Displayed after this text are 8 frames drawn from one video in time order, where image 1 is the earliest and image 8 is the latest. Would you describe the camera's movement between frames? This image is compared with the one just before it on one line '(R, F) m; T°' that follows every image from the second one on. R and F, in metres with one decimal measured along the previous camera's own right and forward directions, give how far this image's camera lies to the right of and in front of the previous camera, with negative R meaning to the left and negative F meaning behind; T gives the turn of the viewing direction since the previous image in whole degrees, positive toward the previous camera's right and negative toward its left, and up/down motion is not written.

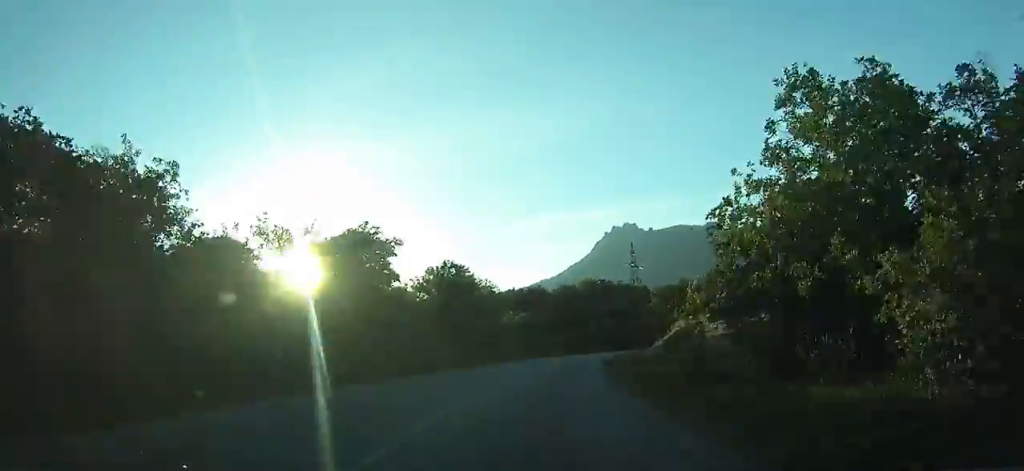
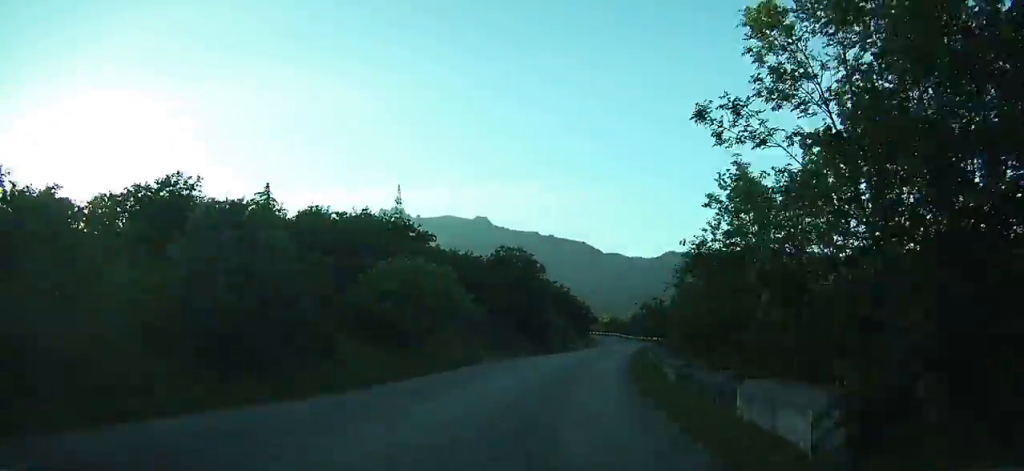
(+13.6, +58.6) m; +28°
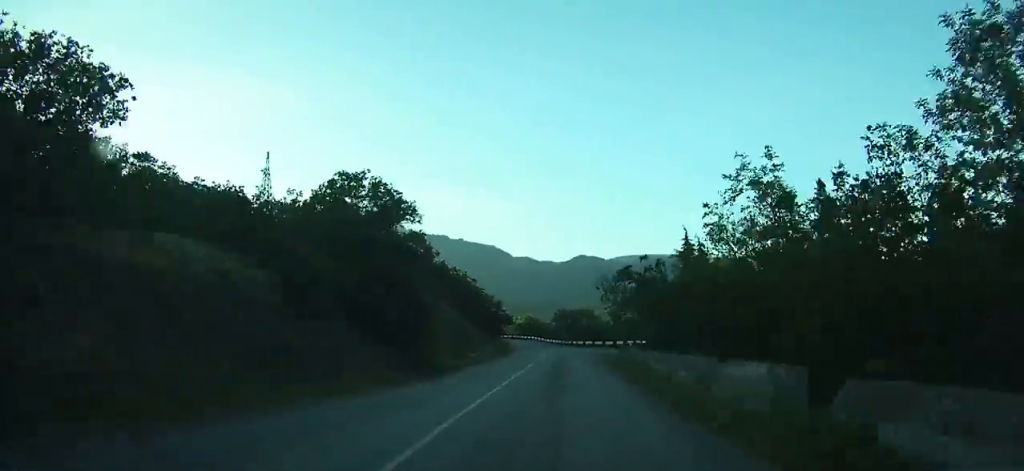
(+5.7, +28.5) m; -3°
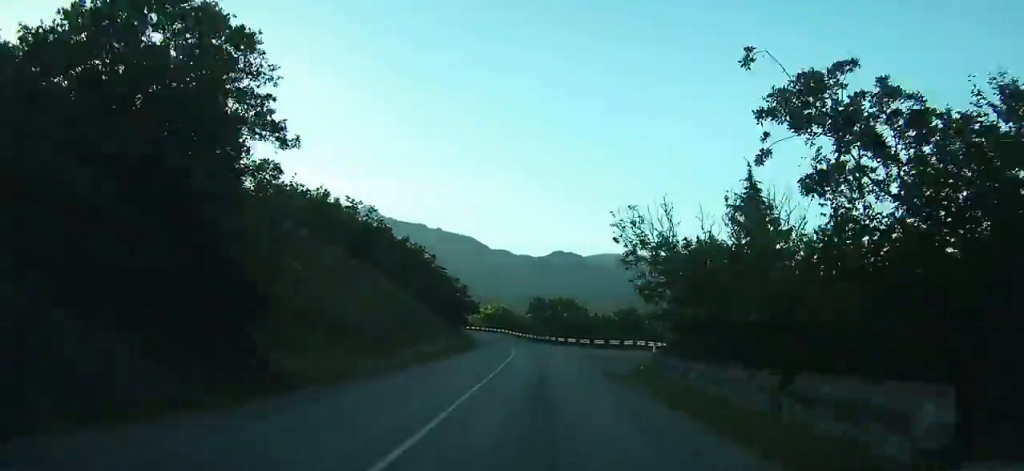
(-1.3, +16.4) m; -3°
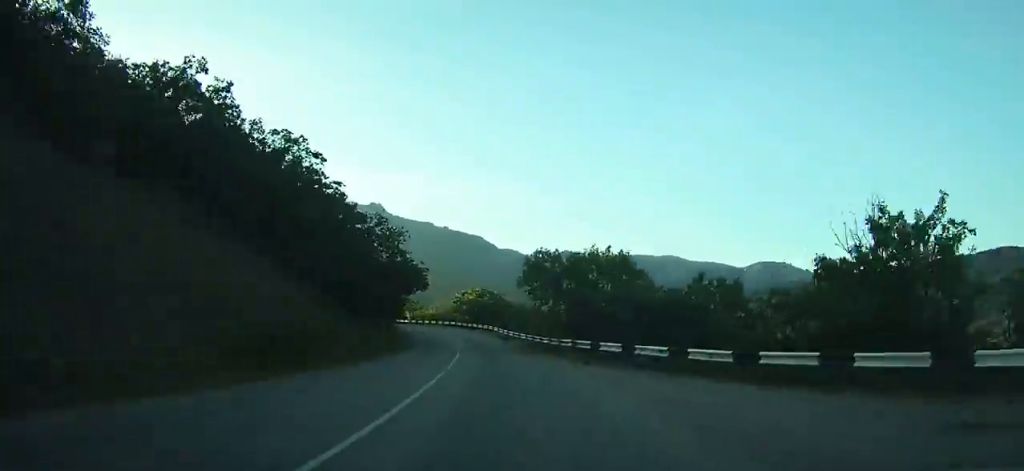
(-7.3, +42.0) m; -9°
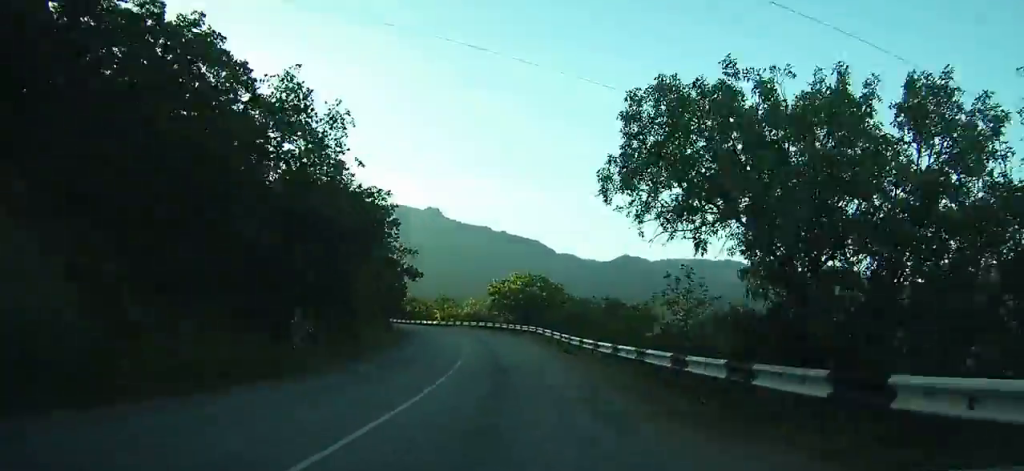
(+2.3, +22.0) m; -2°
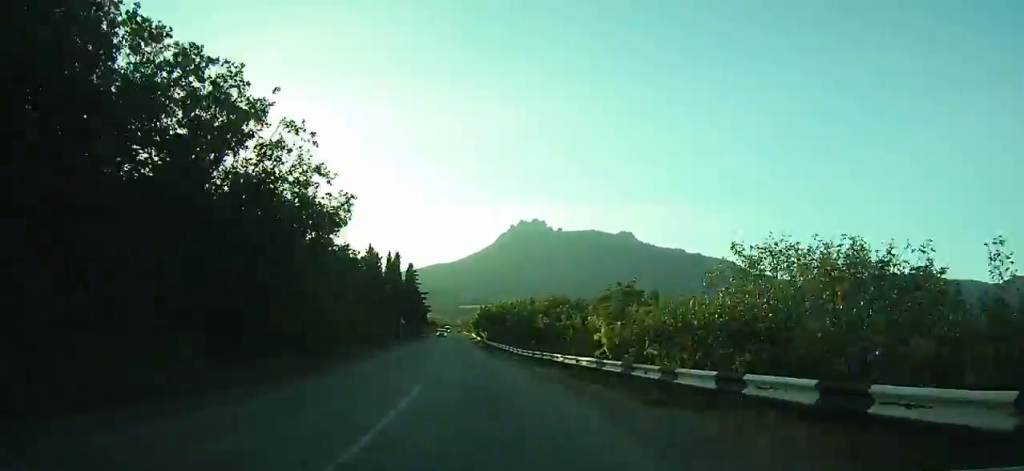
(-6.4, +54.0) m; -8°
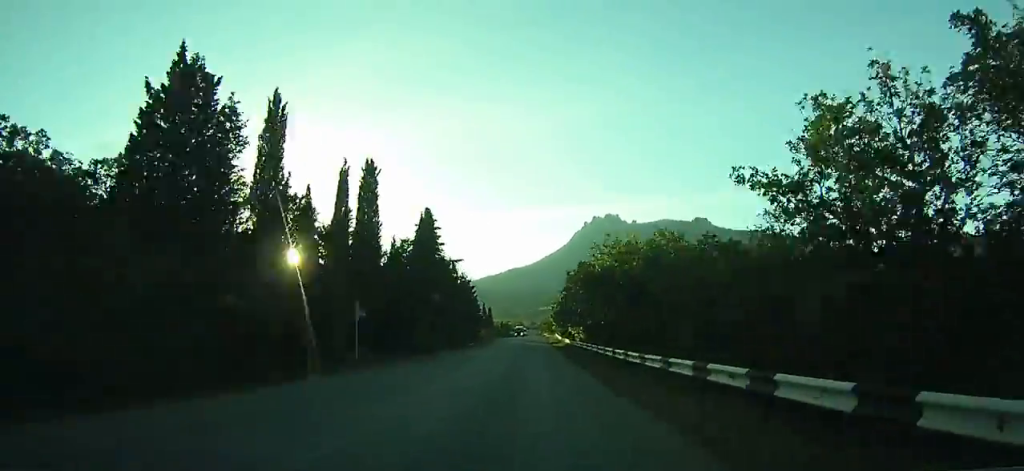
(+0.6, +42.2) m; -4°
